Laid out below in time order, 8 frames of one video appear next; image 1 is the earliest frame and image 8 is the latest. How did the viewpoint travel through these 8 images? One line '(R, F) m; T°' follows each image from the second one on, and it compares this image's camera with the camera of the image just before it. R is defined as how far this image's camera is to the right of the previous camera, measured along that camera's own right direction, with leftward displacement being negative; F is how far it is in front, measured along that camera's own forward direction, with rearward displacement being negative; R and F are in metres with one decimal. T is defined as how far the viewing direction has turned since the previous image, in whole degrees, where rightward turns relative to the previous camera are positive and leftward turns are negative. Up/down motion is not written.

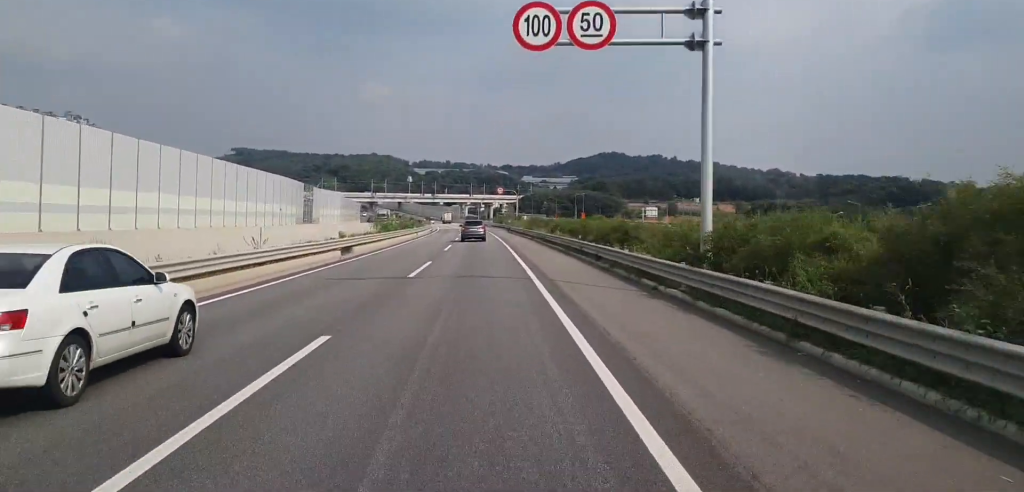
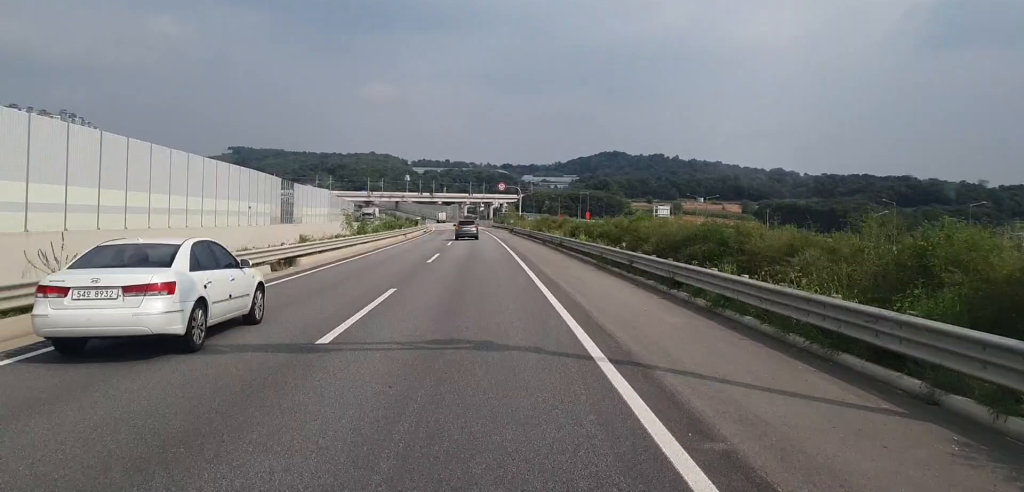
(+0.1, +12.9) m; +1°
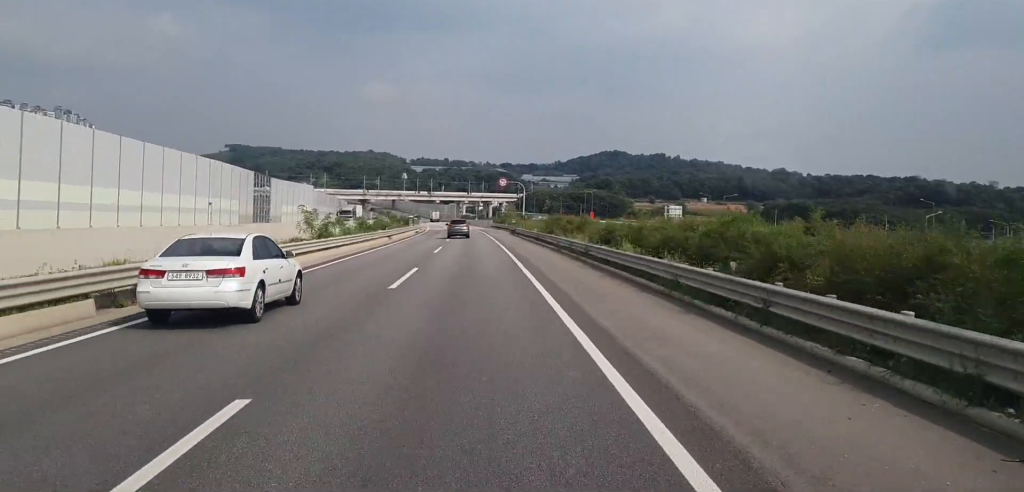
(+0.3, +12.1) m; 0°
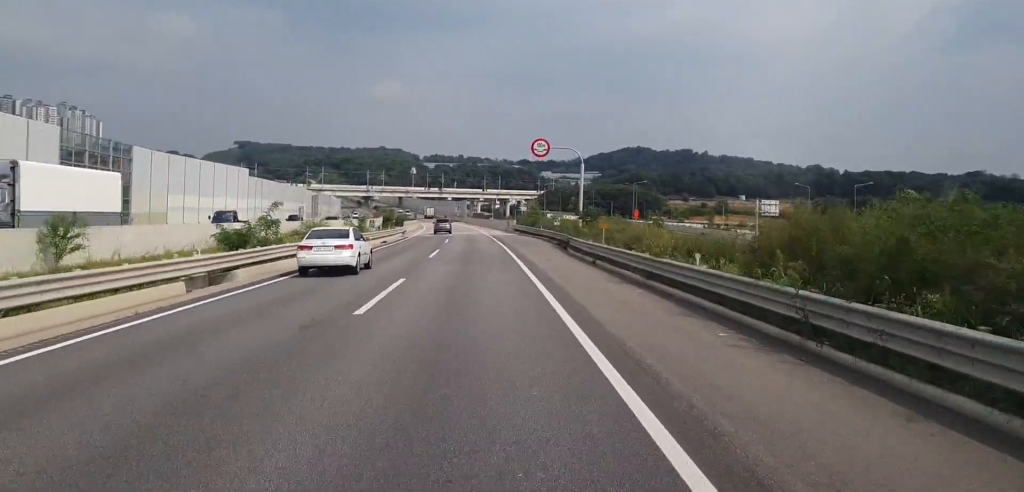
(-0.5, +45.9) m; -1°
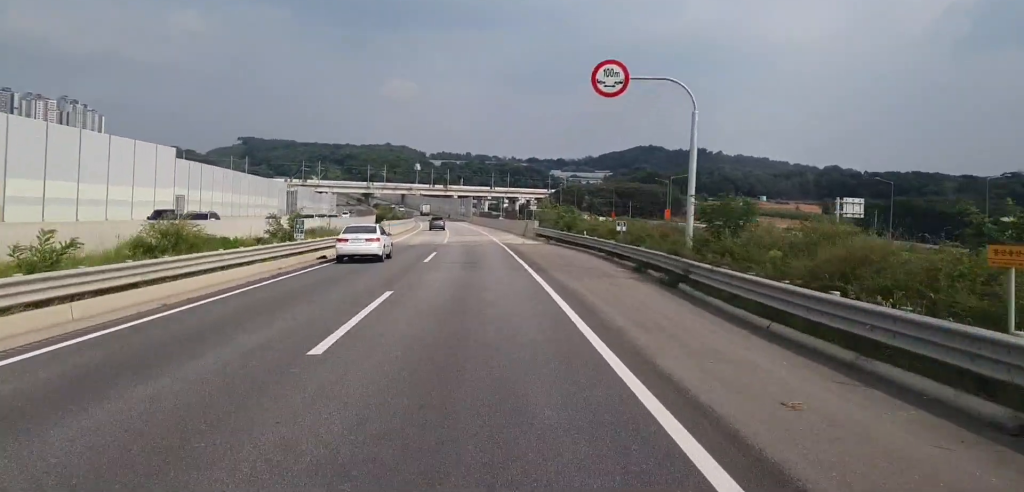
(-0.2, +24.1) m; -2°
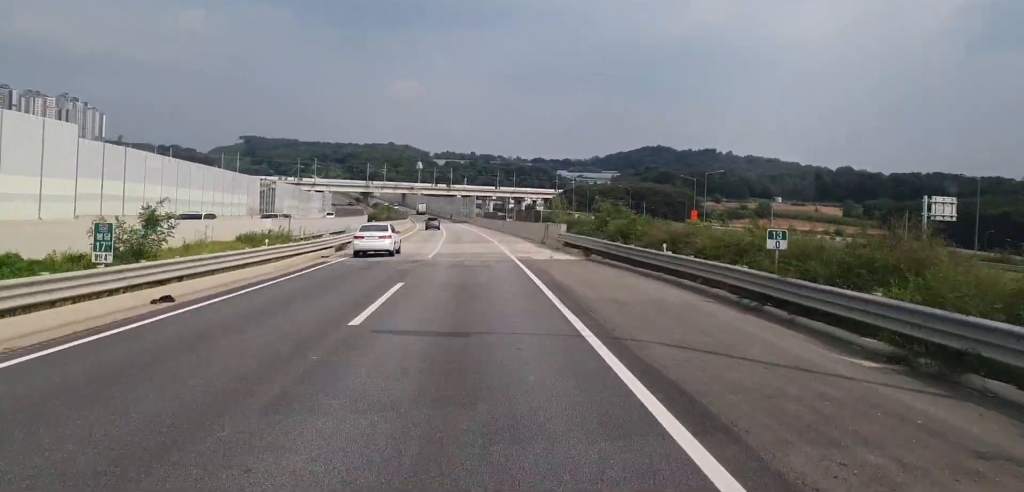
(-0.3, +17.1) m; -2°
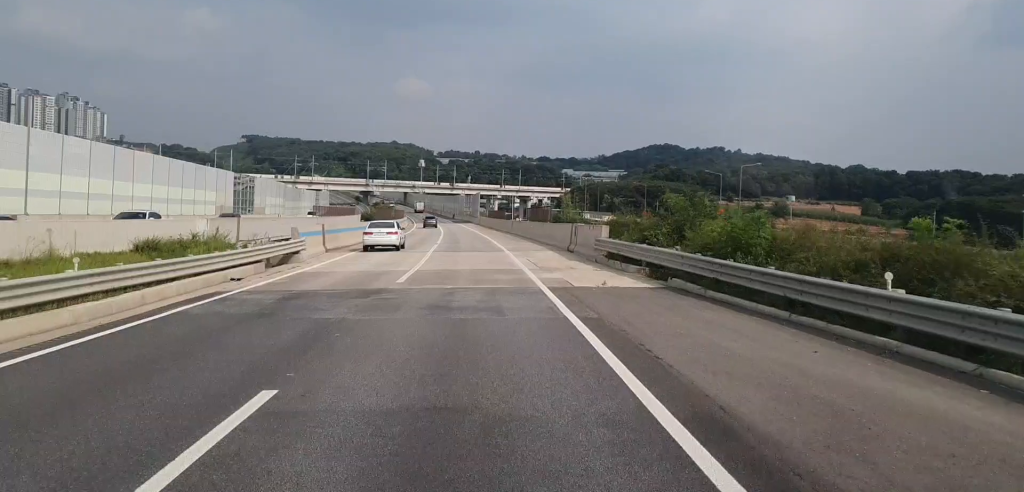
(-0.3, +12.9) m; -1°
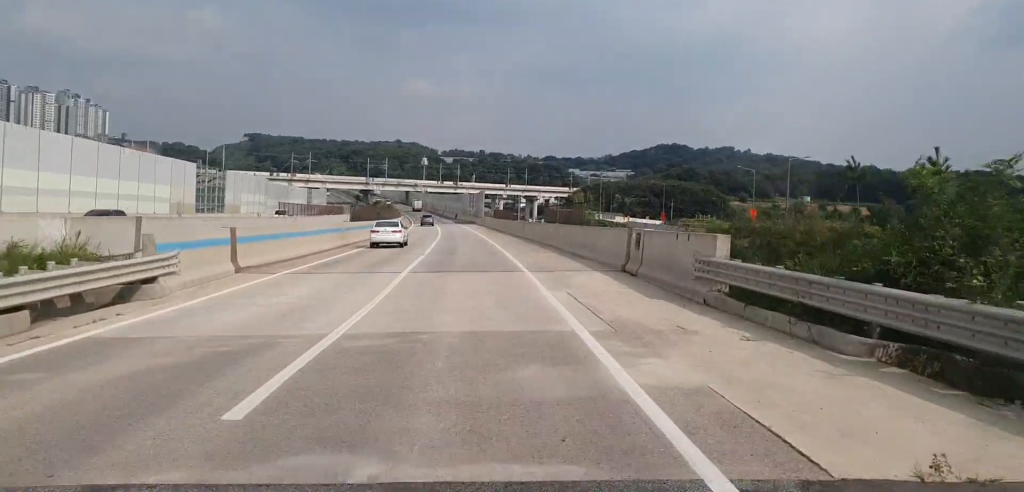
(-0.1, +13.6) m; -1°
